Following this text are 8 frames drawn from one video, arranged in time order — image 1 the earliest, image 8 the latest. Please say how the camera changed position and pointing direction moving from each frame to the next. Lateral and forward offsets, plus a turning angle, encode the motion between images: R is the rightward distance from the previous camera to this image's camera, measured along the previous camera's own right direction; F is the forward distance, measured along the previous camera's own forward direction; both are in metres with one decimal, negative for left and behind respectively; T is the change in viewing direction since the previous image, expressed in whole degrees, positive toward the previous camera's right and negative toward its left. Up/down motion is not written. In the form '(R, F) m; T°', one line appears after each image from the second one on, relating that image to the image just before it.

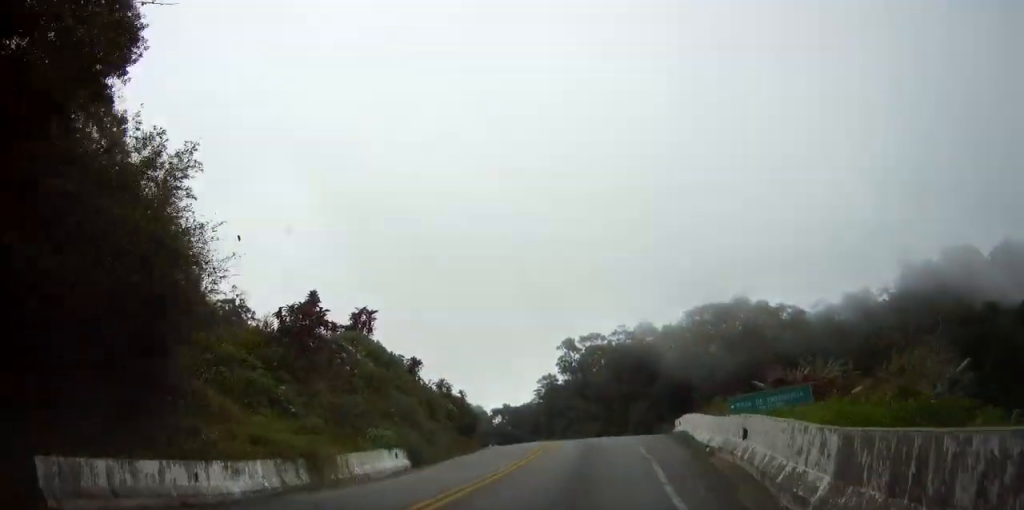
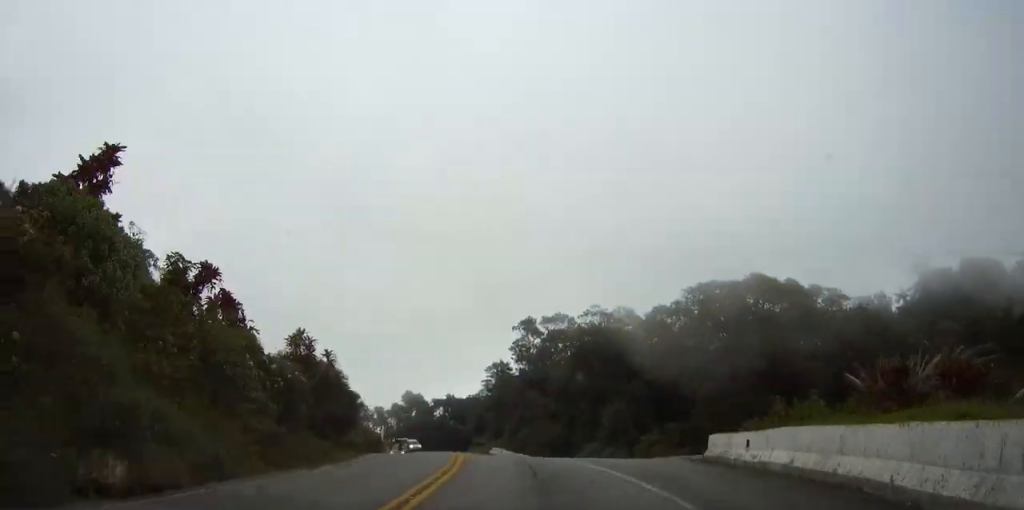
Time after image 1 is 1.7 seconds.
(+0.8, +20.6) m; 0°
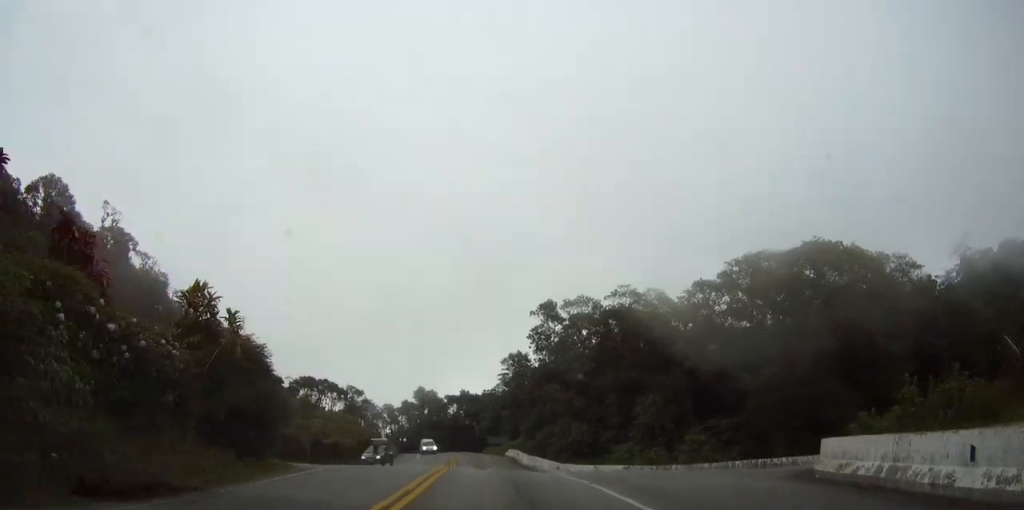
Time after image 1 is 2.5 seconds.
(-0.3, +9.9) m; -2°
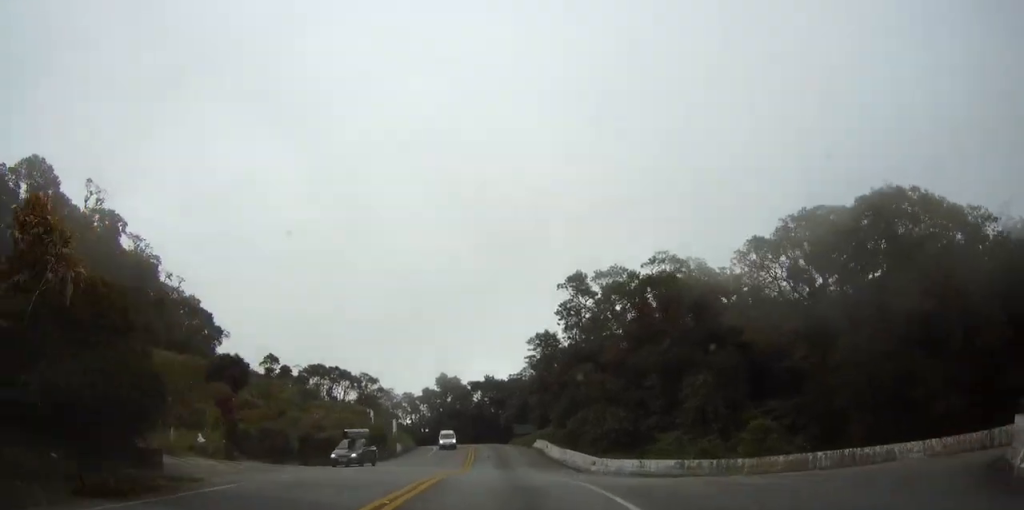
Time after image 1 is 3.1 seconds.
(-0.1, +7.9) m; -1°
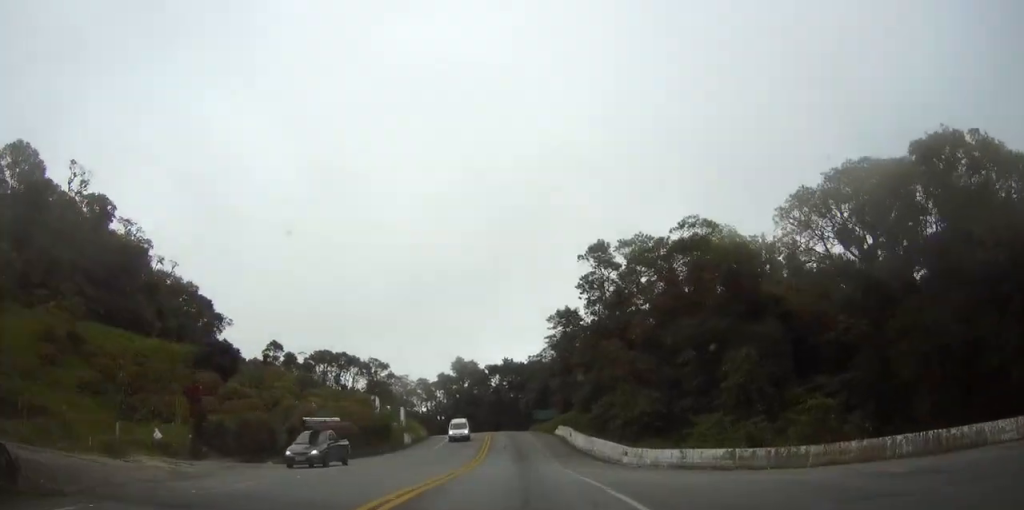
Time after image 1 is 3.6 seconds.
(-0.1, +5.7) m; -1°
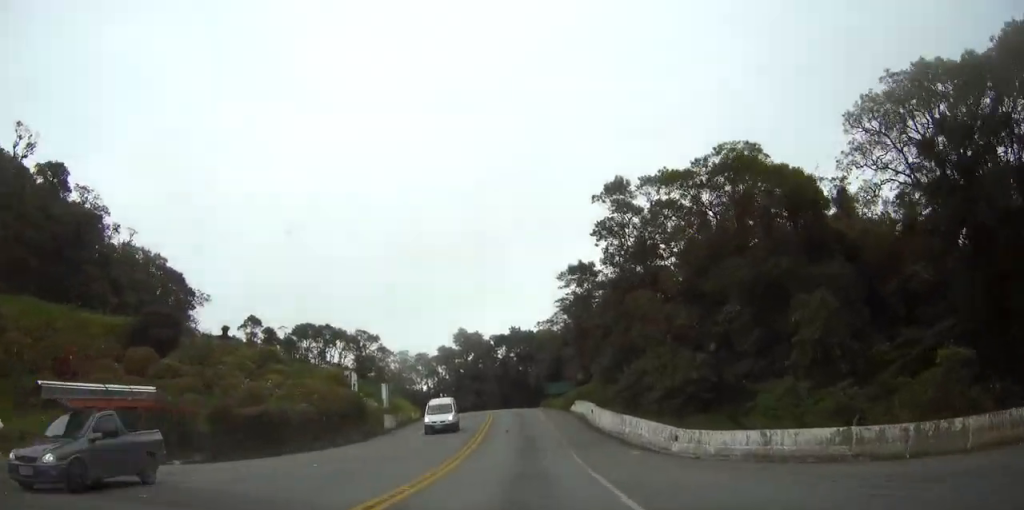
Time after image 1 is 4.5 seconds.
(-0.2, +10.6) m; -2°
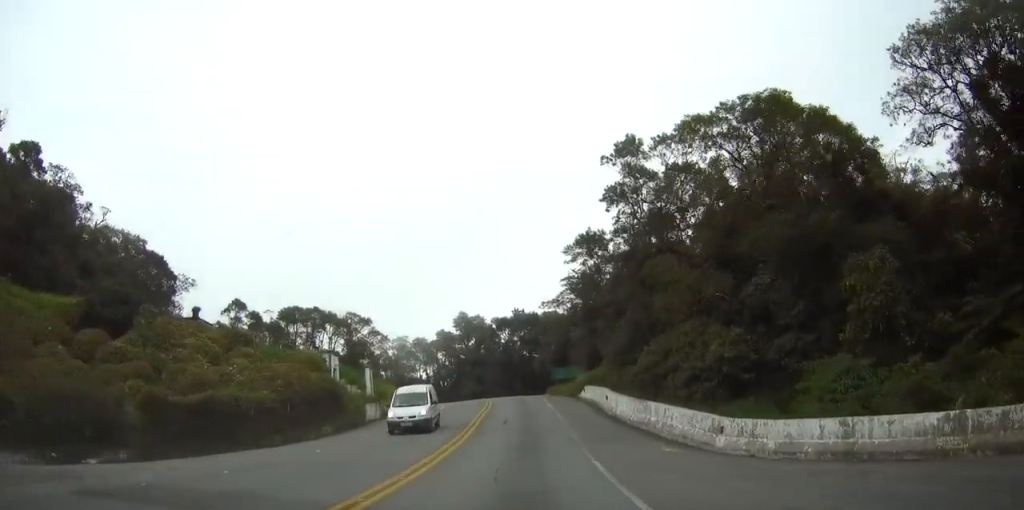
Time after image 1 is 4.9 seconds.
(-0.1, +5.8) m; -1°
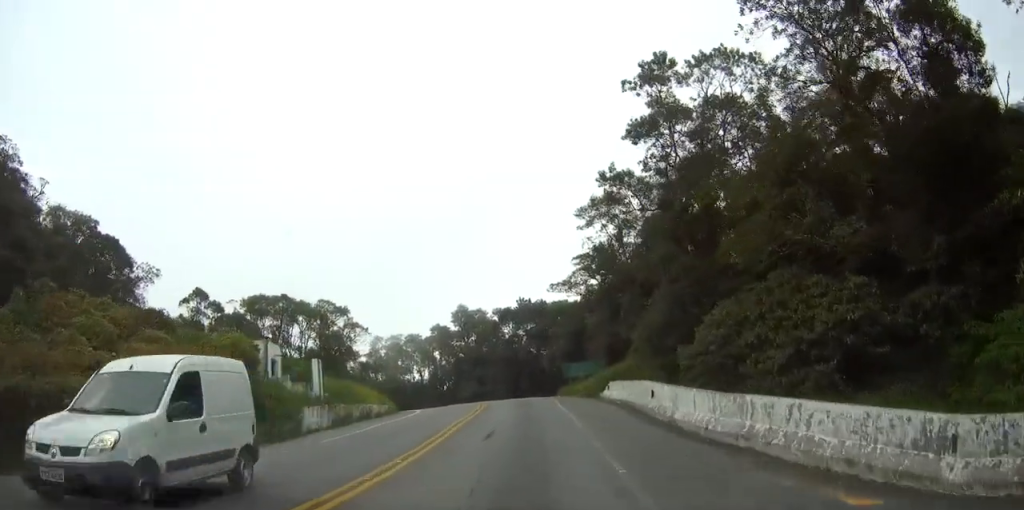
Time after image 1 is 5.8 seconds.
(-0.2, +11.4) m; -1°
